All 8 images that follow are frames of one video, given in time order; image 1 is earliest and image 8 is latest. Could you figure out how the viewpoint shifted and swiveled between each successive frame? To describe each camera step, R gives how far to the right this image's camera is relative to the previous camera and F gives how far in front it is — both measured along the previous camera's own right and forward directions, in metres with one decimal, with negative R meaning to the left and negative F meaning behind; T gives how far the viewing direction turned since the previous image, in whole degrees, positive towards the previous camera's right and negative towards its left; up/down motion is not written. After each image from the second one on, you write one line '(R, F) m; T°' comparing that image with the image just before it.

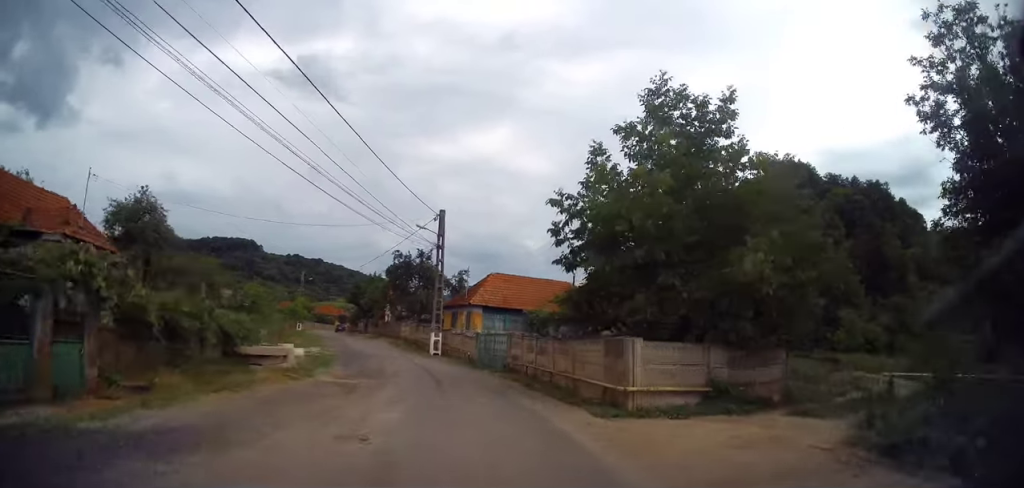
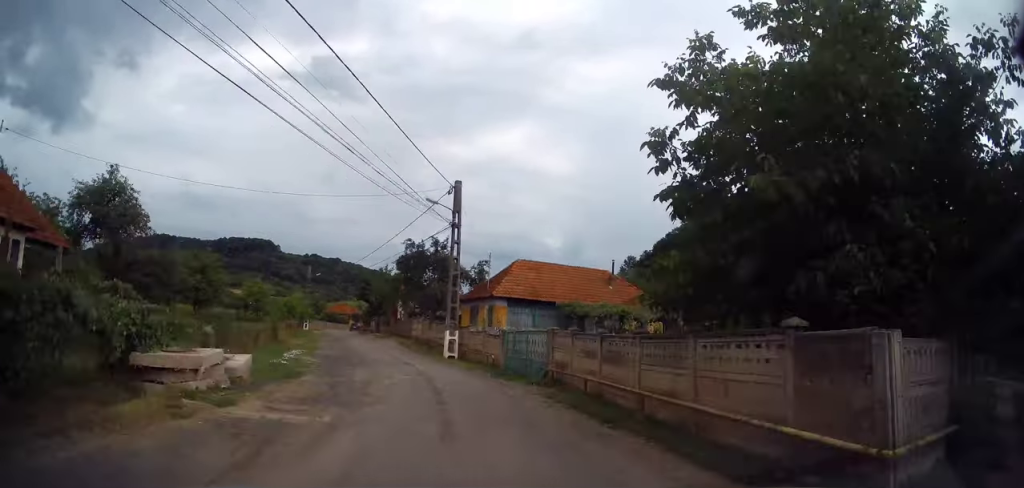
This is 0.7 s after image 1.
(+0.1, +5.9) m; -2°
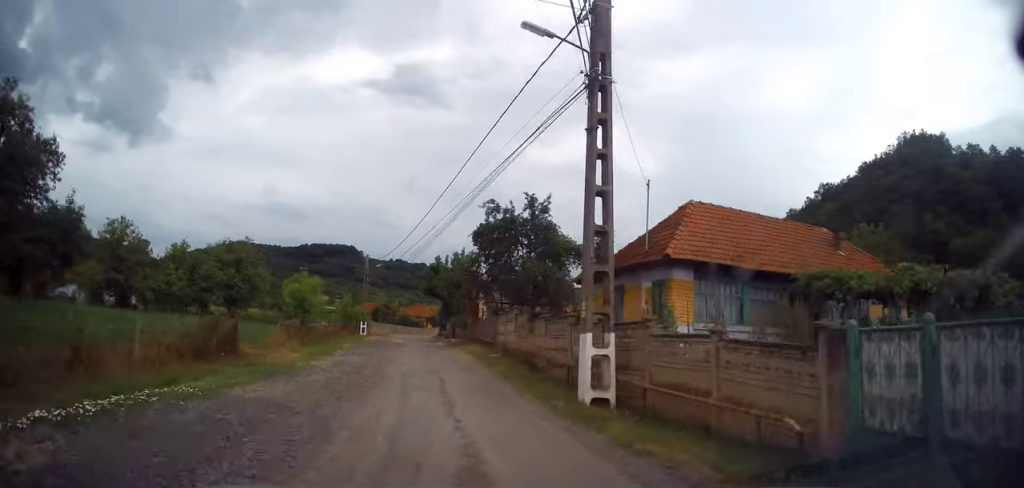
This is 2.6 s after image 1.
(-1.2, +15.9) m; -8°
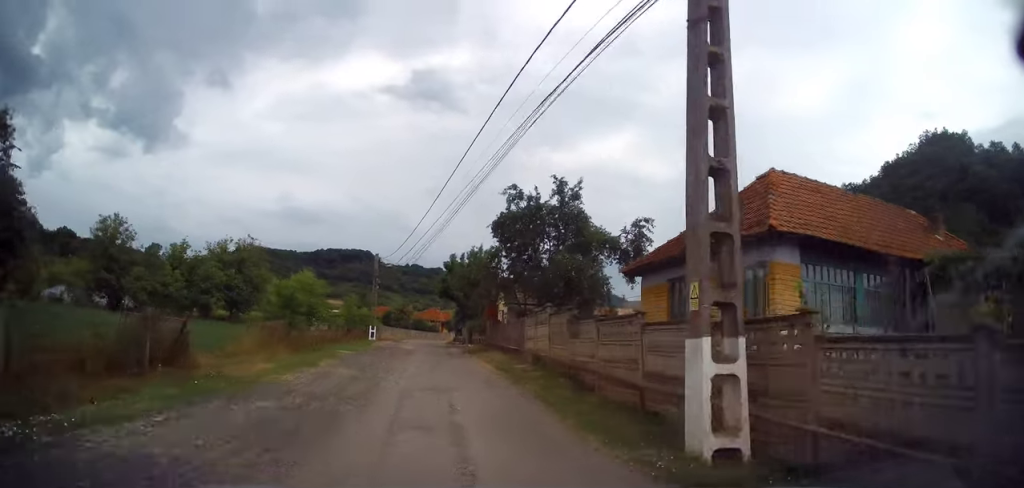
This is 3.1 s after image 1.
(+0.1, +4.2) m; -1°
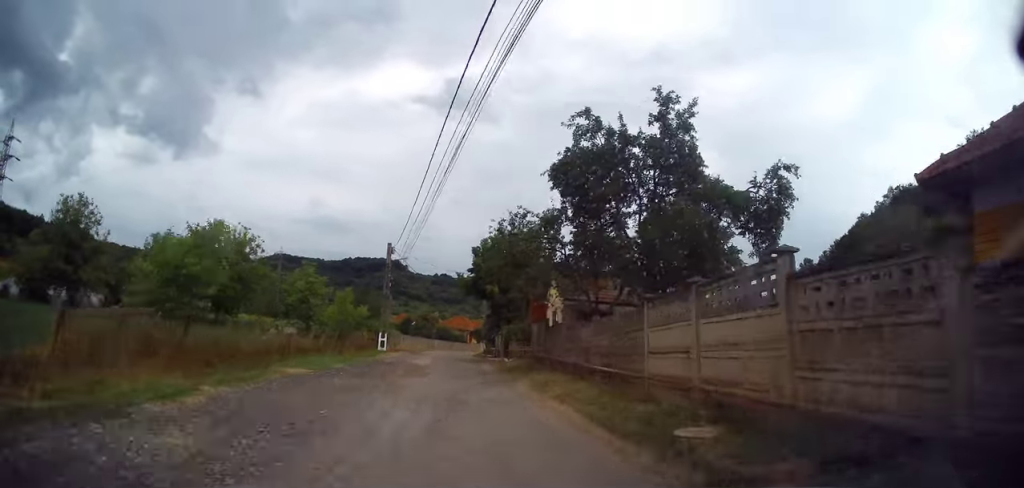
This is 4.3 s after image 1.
(-0.6, +9.9) m; -6°
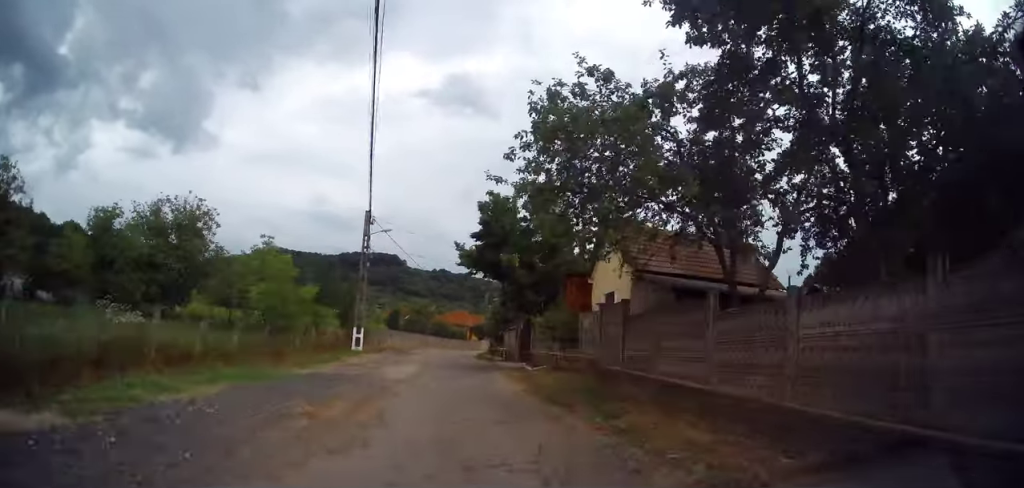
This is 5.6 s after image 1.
(-0.2, +9.5) m; +1°
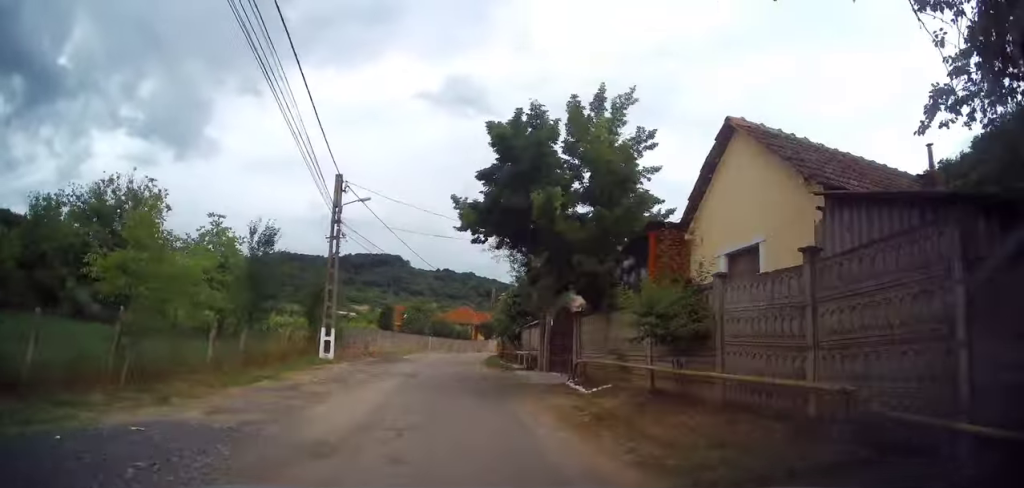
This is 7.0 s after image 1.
(+0.3, +9.1) m; +2°
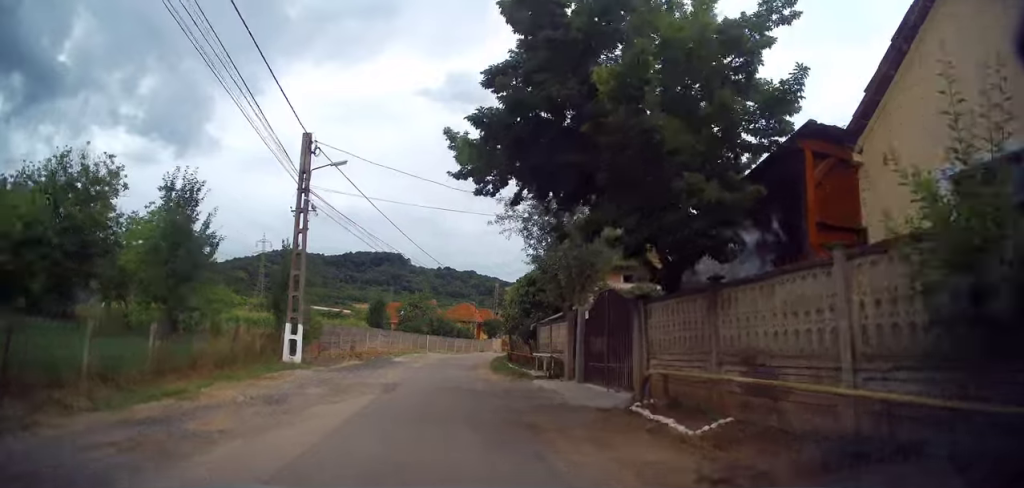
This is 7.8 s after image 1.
(0.0, +5.5) m; 0°
